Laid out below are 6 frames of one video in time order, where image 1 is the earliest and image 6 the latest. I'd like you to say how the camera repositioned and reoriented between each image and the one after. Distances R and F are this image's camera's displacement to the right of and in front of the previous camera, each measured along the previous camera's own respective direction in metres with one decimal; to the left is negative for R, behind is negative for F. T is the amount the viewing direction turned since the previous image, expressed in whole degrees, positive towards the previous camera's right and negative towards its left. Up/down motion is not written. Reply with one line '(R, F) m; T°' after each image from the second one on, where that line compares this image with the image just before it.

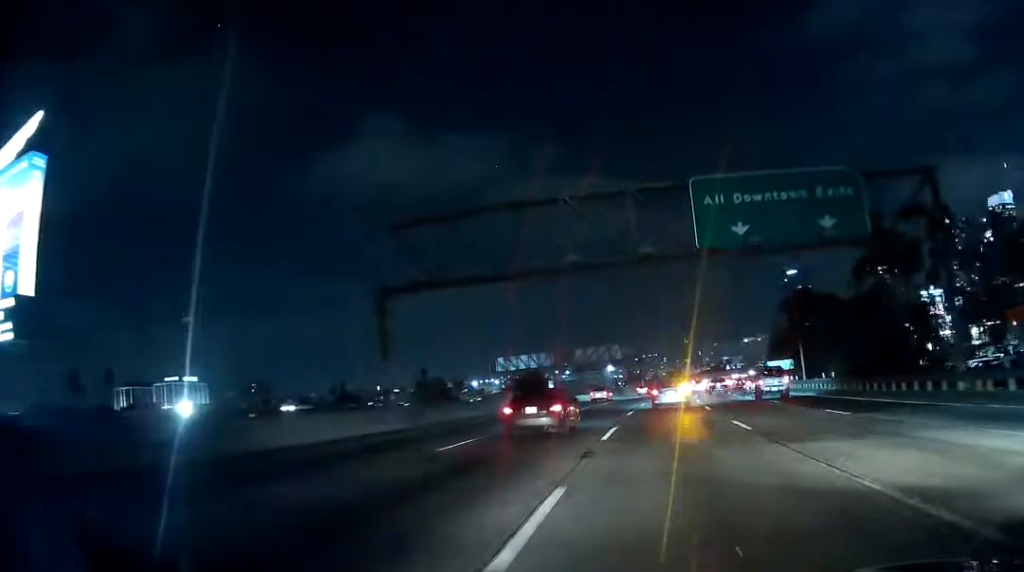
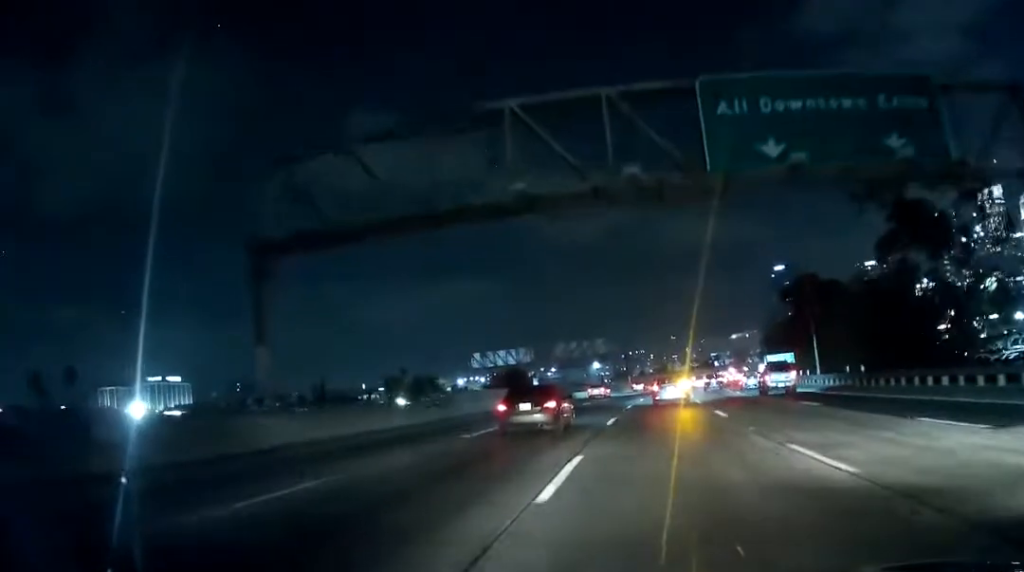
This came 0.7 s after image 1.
(+0.6, +10.2) m; +1°
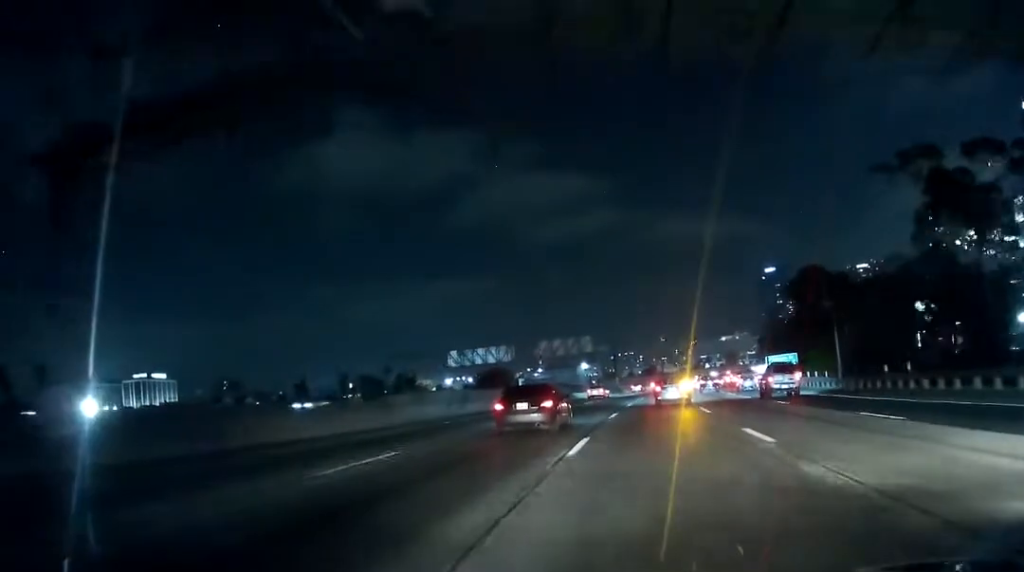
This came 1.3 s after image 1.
(+0.1, +10.0) m; +1°
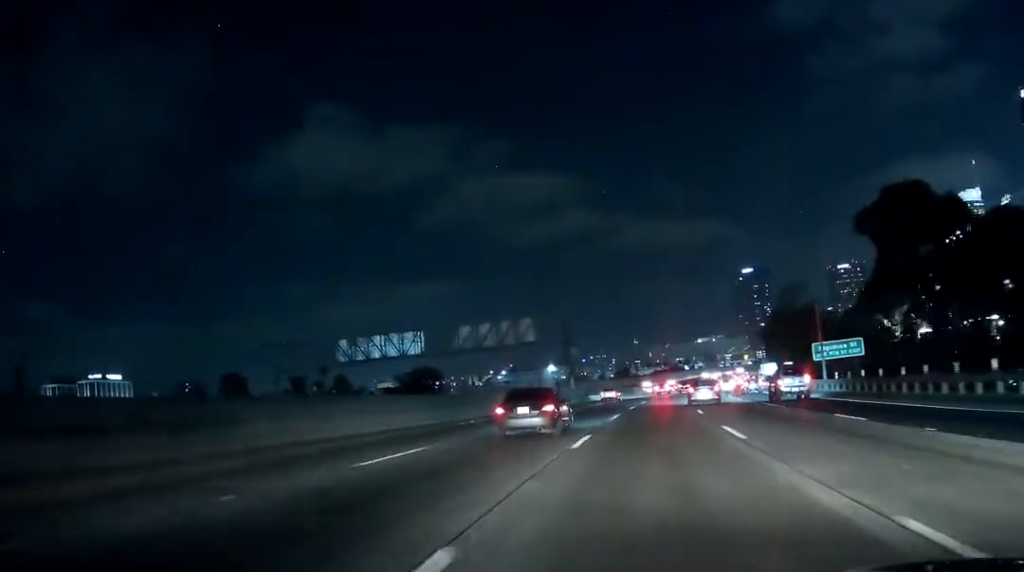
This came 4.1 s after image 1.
(+2.0, +41.8) m; +3°
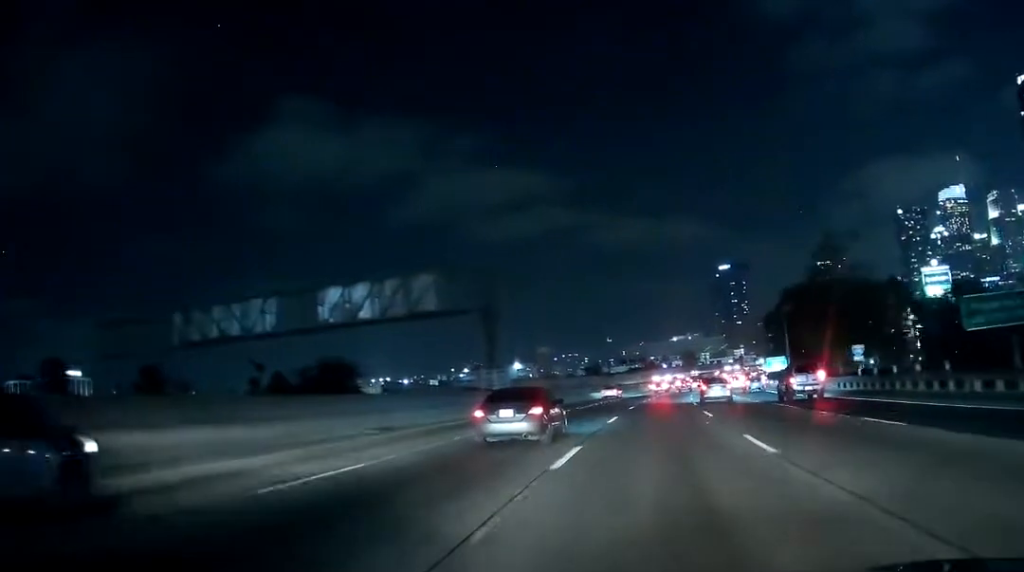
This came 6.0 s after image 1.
(-0.4, +34.0) m; +3°
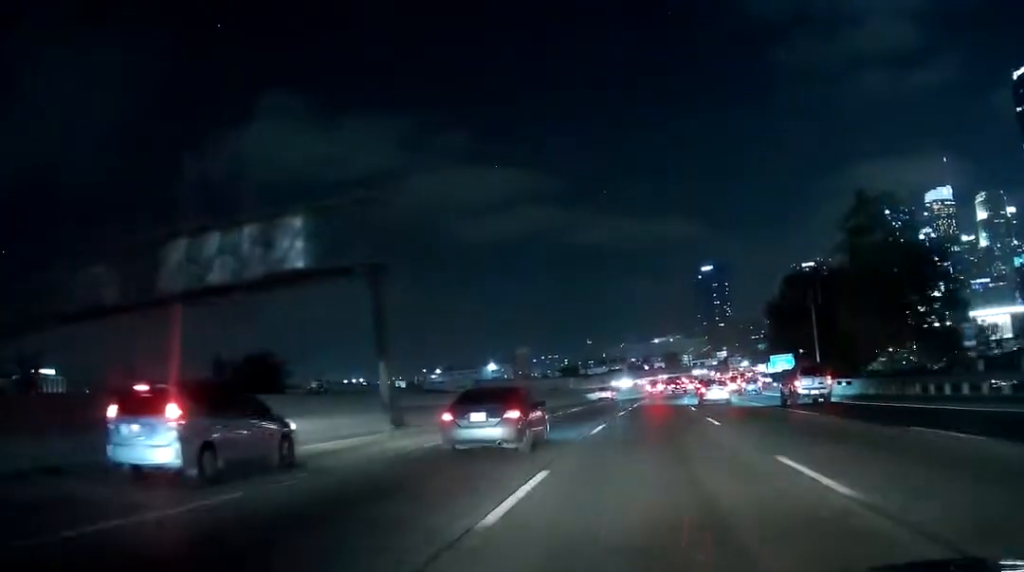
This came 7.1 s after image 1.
(+0.5, +19.8) m; +1°
